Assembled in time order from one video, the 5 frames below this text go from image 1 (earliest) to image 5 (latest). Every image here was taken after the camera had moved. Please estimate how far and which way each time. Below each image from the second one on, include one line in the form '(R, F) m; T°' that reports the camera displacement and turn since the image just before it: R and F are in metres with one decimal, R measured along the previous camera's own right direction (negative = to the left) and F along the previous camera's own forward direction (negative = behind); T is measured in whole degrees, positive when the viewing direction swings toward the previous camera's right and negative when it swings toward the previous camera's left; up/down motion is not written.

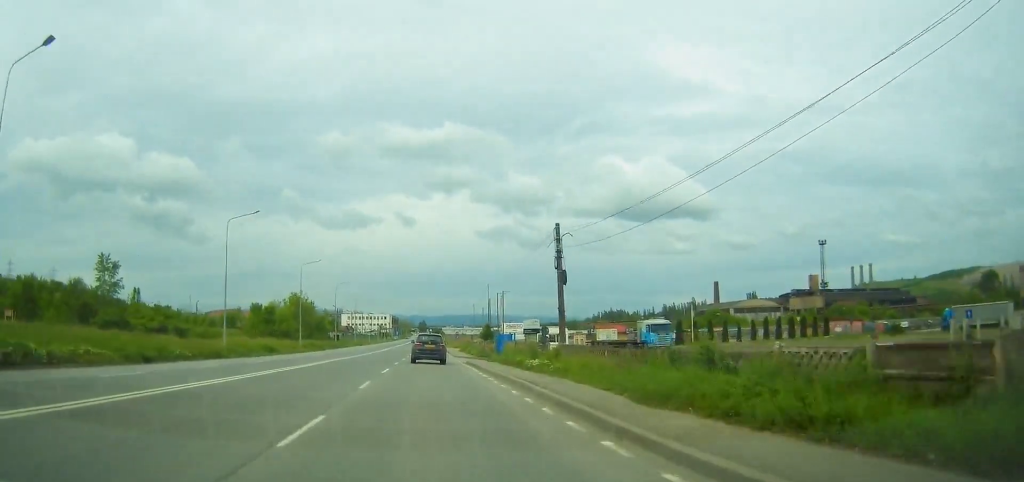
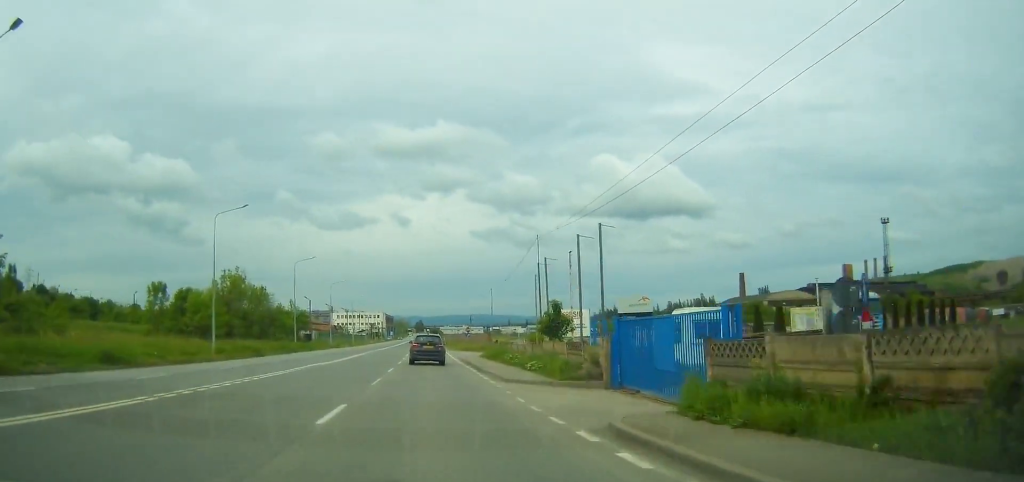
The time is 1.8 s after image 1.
(+0.7, +32.7) m; +1°
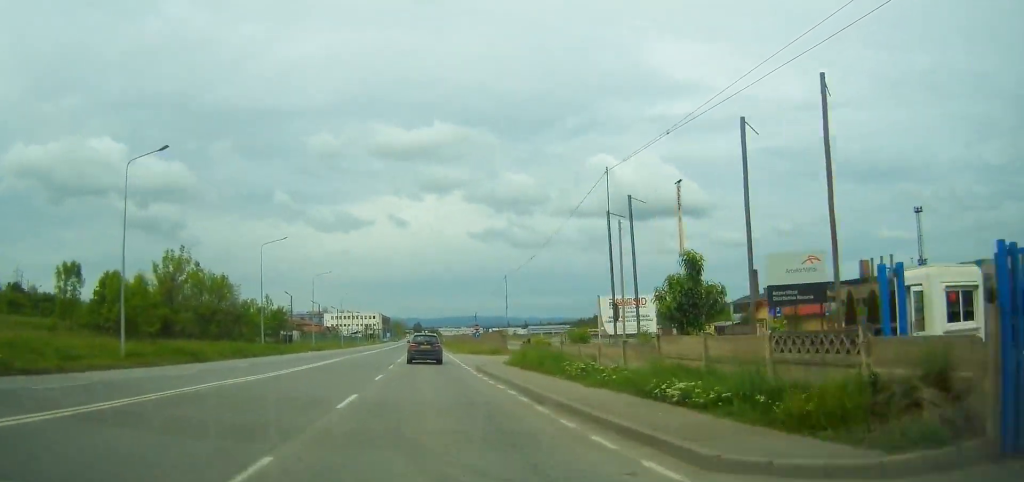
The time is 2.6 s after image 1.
(+0.1, +15.1) m; 0°
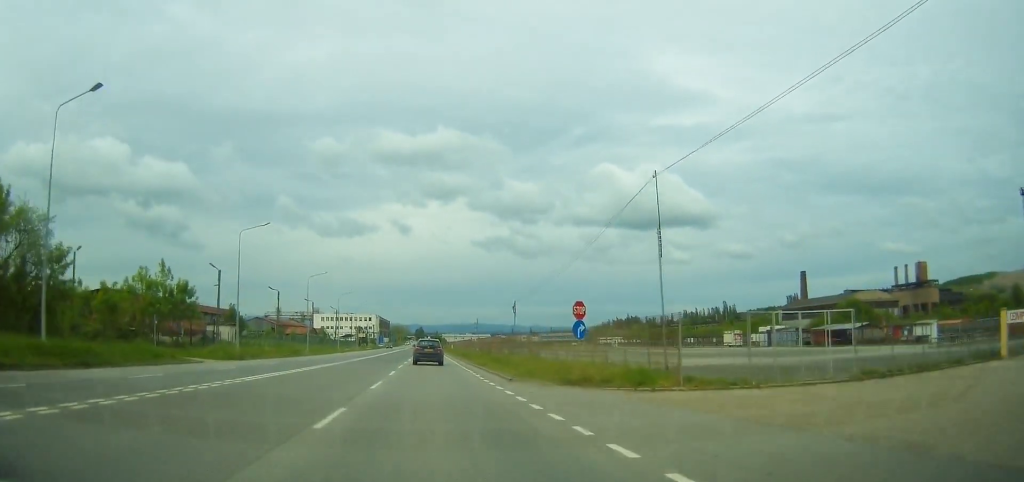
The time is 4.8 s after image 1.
(-0.1, +38.4) m; -1°
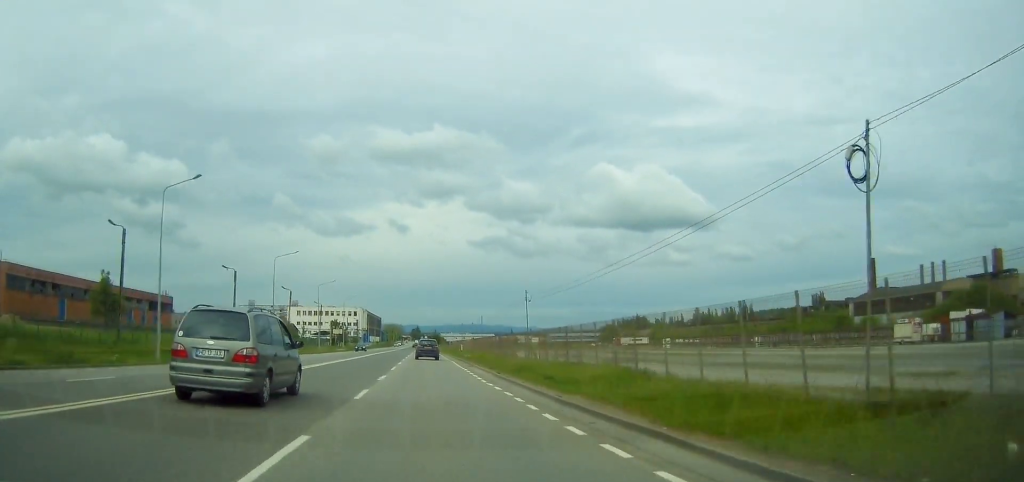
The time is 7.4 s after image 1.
(-0.5, +48.0) m; 0°
